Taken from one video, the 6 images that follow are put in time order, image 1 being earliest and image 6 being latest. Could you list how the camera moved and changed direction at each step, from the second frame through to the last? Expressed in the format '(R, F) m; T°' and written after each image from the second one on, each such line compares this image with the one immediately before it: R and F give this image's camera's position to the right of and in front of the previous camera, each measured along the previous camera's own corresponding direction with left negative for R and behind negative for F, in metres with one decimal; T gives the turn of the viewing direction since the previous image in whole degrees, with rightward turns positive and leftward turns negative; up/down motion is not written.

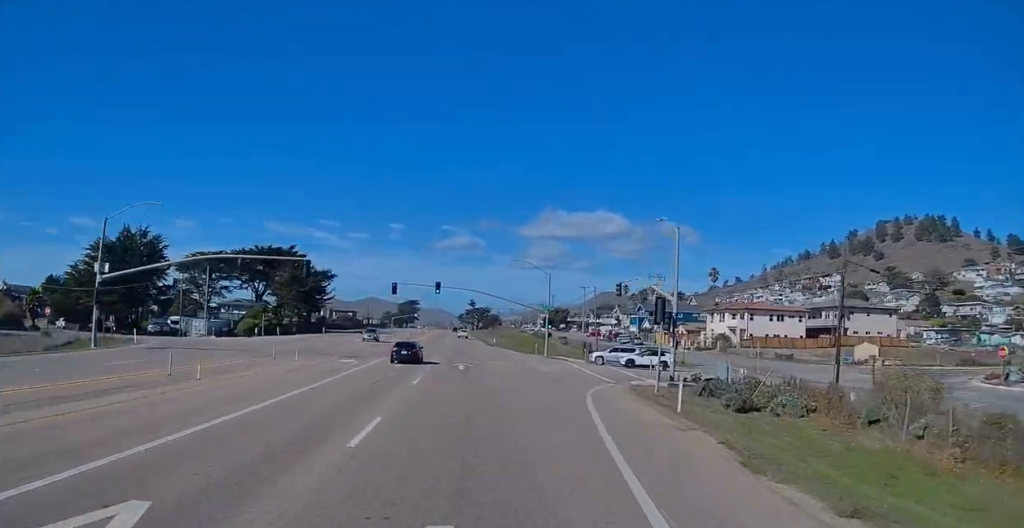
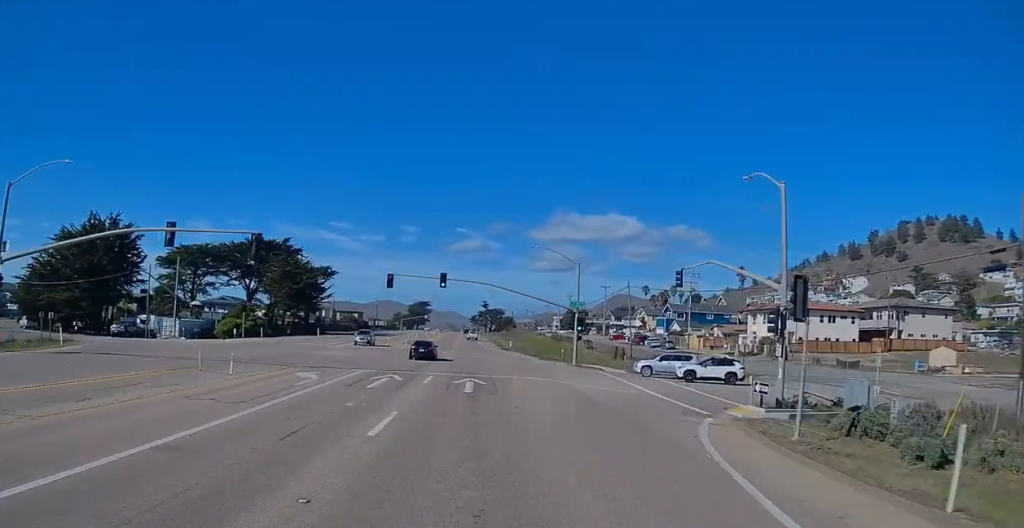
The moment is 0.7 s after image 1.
(+0.1, +13.9) m; 0°
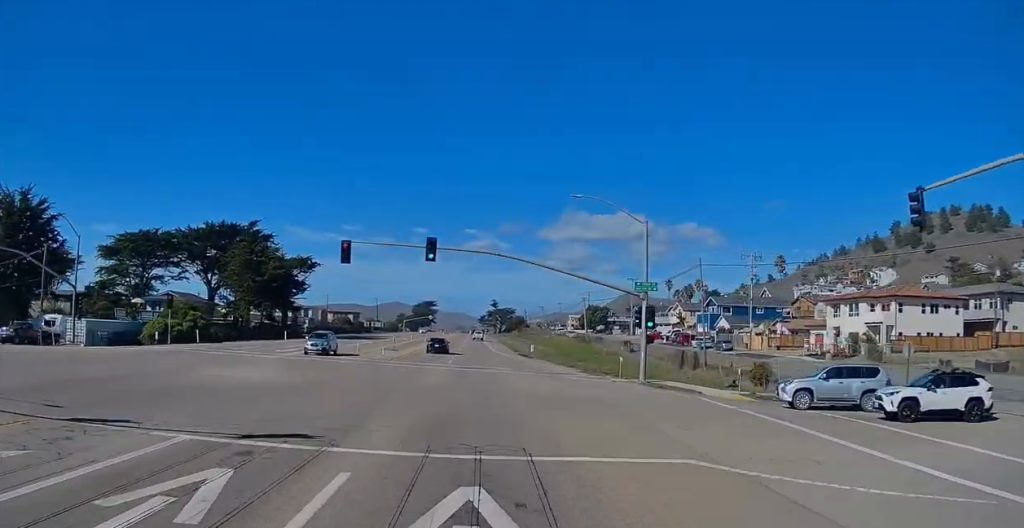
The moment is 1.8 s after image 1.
(0.0, +22.6) m; -1°
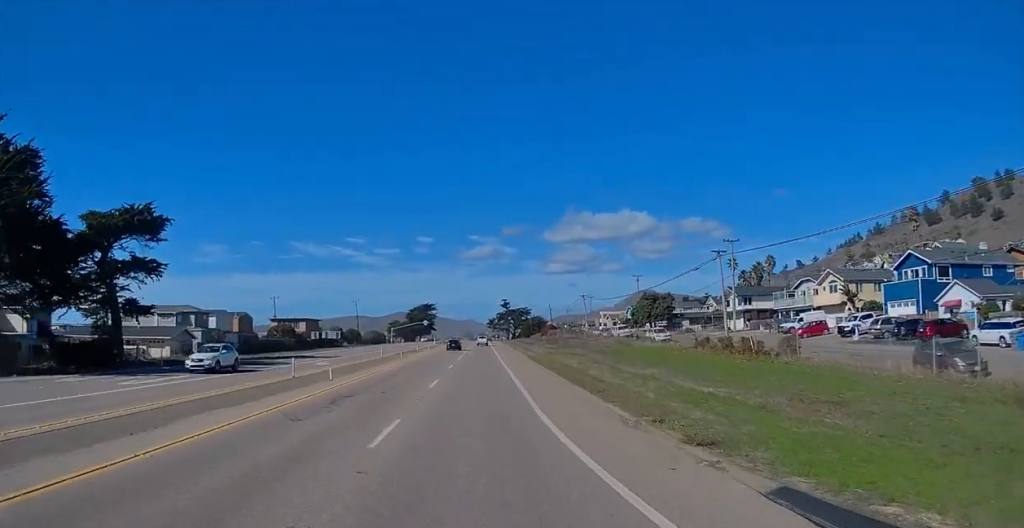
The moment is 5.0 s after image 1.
(-1.3, +60.6) m; 0°
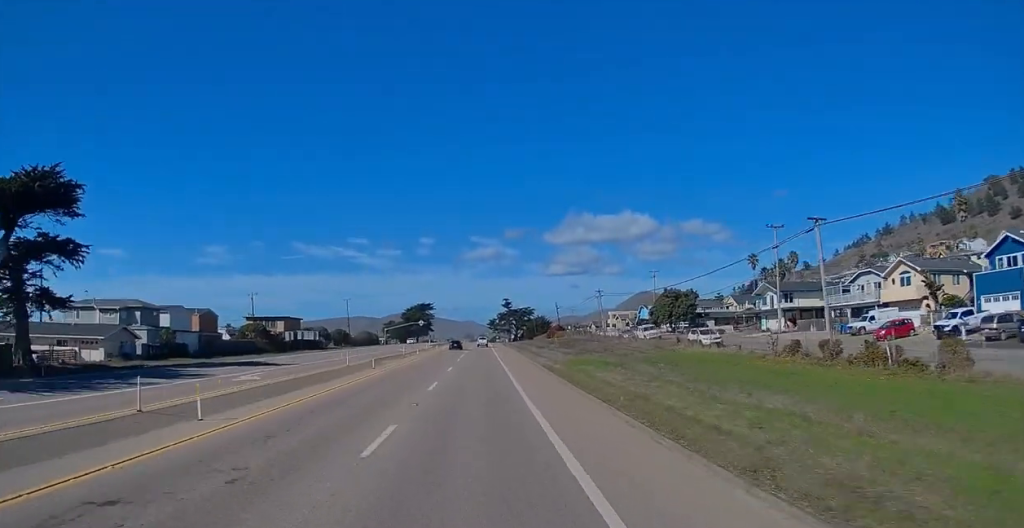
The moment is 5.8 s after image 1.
(+0.1, +15.7) m; 0°
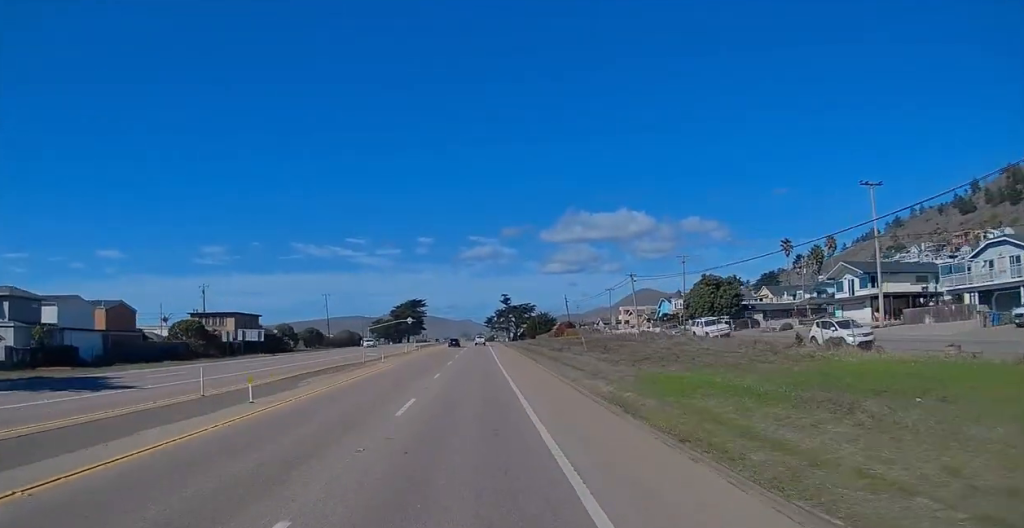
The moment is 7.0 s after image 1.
(-0.1, +23.2) m; 0°
